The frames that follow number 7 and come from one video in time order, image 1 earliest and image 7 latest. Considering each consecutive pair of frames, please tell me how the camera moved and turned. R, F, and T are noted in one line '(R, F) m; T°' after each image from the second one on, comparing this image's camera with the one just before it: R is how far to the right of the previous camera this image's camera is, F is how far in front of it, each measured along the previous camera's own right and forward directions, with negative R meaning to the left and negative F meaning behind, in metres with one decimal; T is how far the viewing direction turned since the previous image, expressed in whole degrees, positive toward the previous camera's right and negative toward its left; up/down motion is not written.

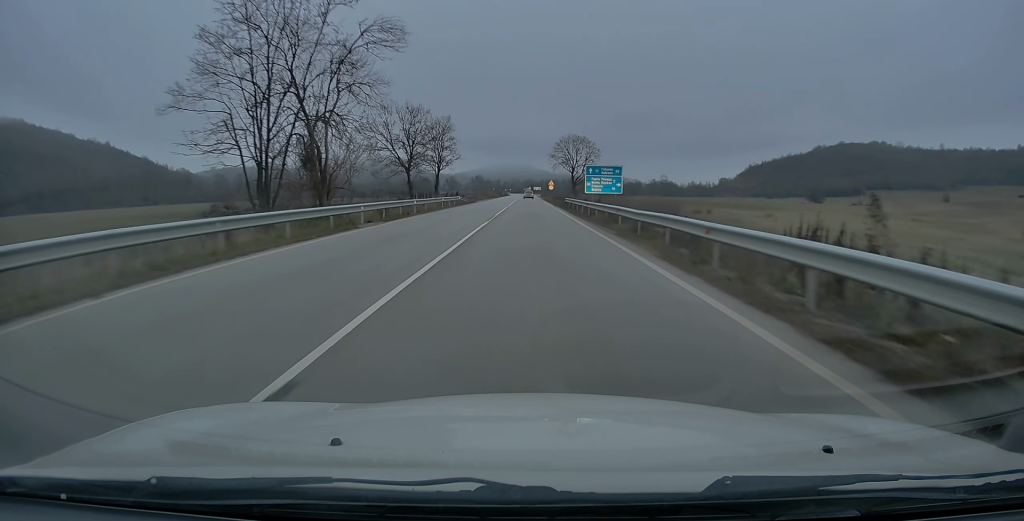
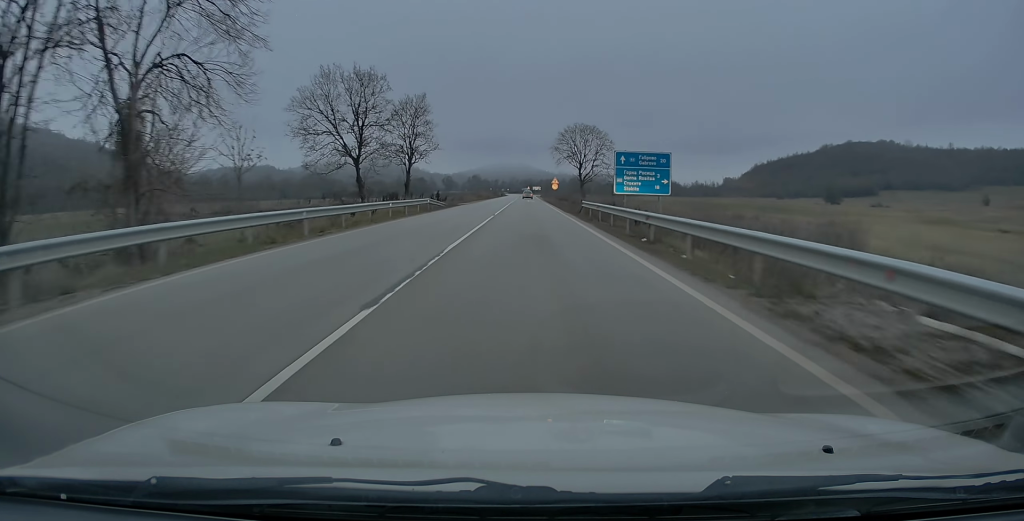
(+0.1, +18.3) m; 0°
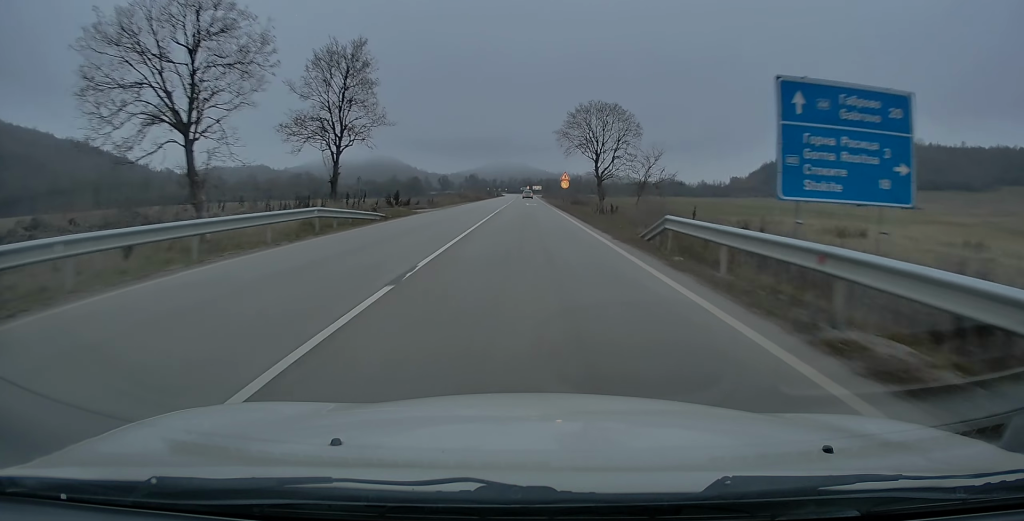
(+0.1, +22.7) m; 0°
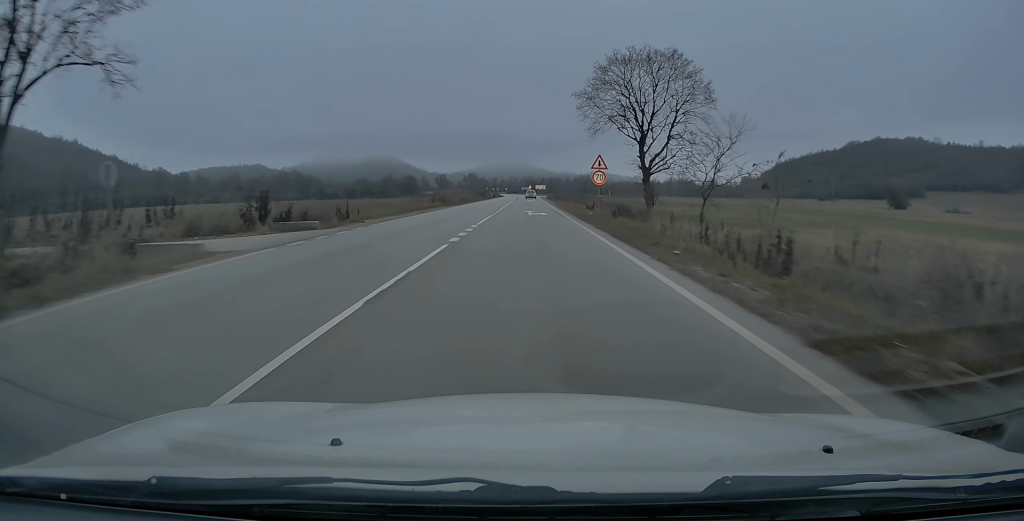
(-0.1, +26.4) m; -1°
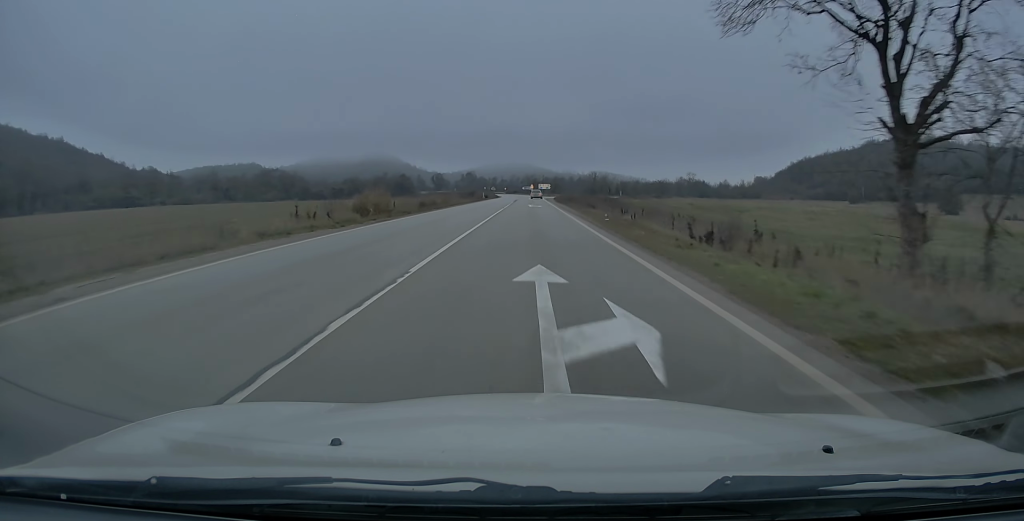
(-0.2, +30.2) m; 0°
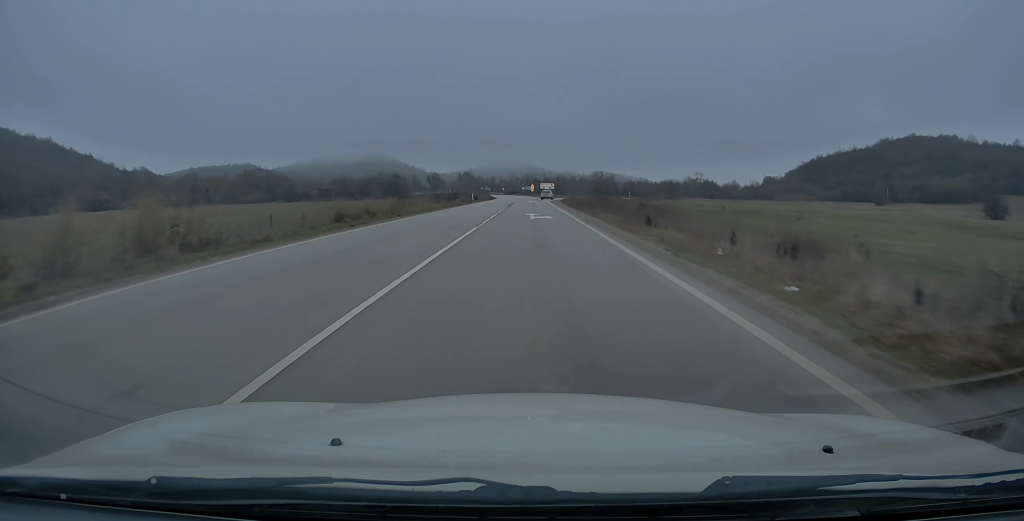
(+0.1, +22.1) m; 0°
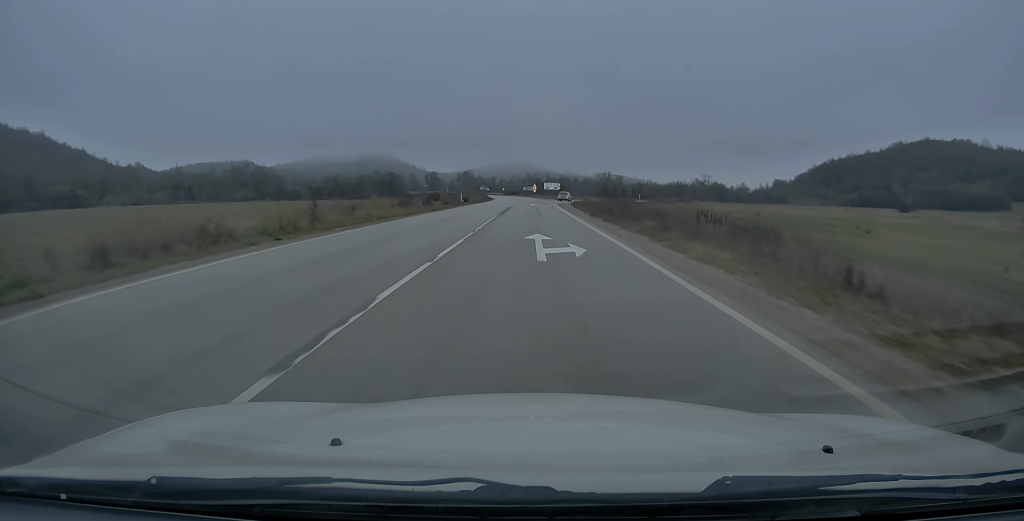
(0.0, +17.0) m; 0°
